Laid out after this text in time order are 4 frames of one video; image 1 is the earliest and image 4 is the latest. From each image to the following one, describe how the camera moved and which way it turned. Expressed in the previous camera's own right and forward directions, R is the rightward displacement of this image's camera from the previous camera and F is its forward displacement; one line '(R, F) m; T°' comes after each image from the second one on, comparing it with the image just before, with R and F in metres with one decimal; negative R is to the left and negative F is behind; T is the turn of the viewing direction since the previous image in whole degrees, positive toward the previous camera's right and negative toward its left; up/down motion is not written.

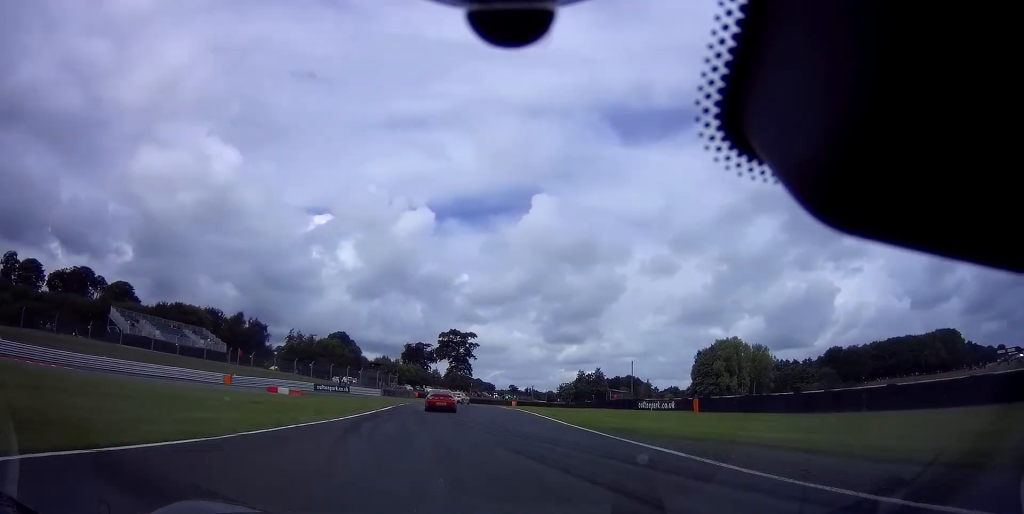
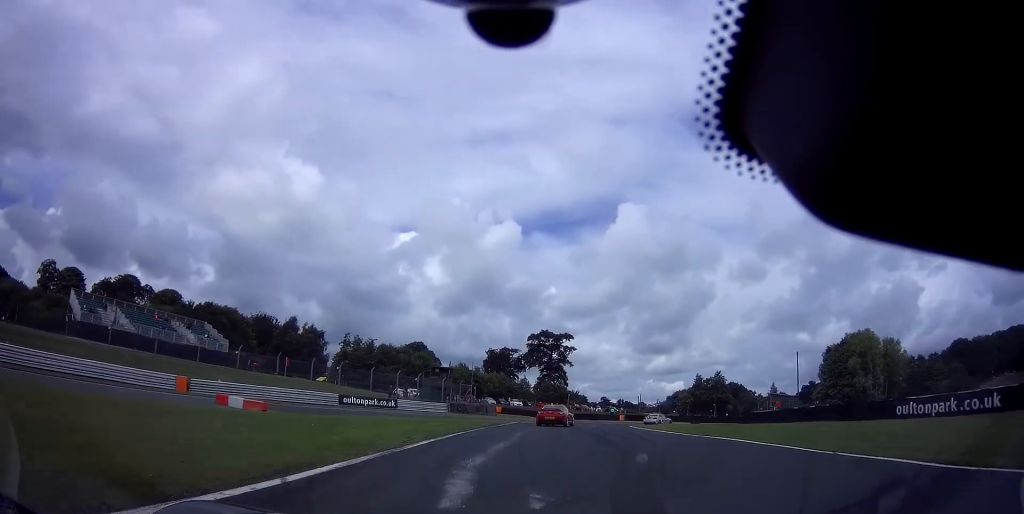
(-3.1, +24.6) m; -8°
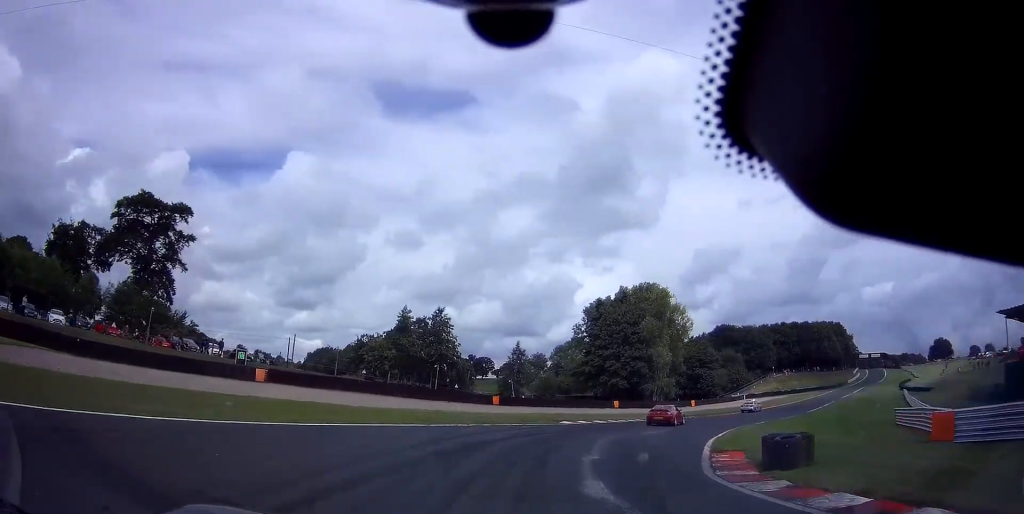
(+11.6, +54.0) m; +37°
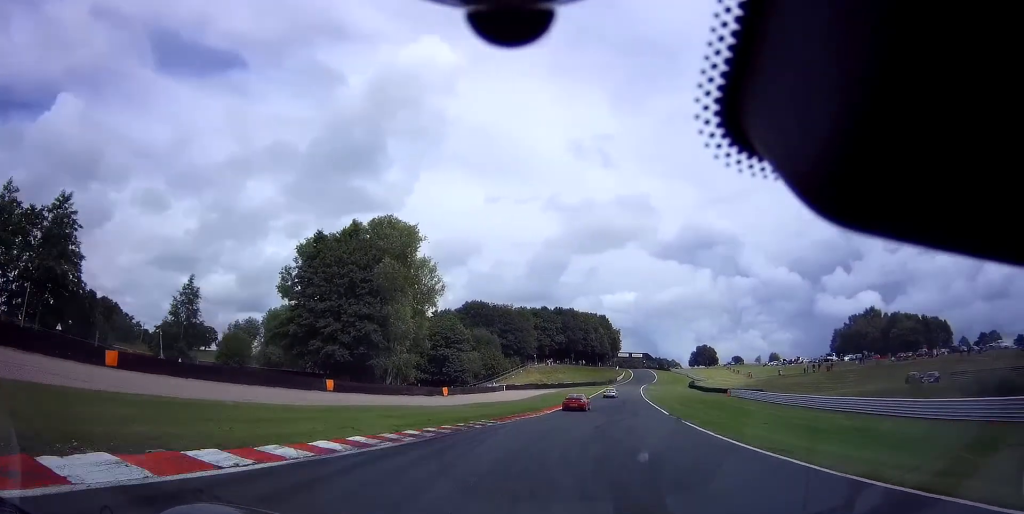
(+7.8, +28.0) m; +27°
